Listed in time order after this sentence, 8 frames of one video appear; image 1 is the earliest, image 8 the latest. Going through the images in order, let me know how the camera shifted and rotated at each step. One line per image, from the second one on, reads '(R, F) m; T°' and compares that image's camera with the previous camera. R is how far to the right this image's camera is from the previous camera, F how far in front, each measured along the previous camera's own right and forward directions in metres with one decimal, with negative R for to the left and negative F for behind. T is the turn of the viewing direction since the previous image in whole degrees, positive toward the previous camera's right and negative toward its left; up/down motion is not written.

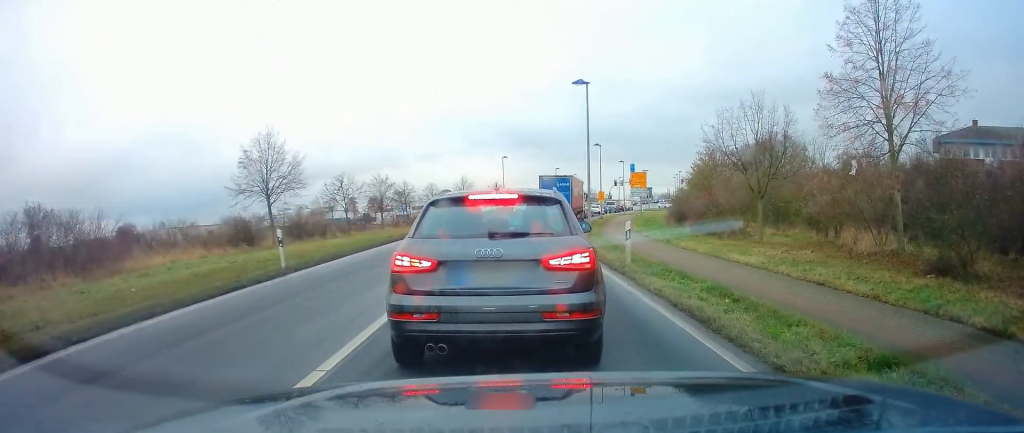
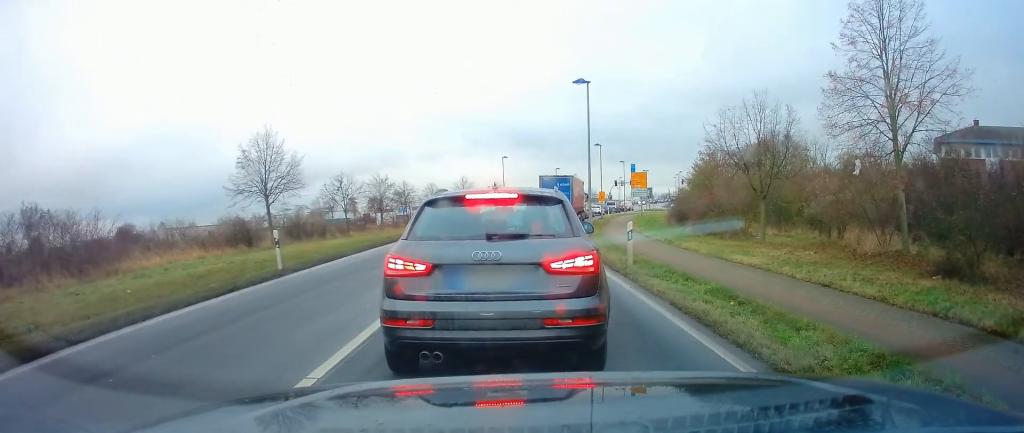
(+0.1, +0.3) m; 0°
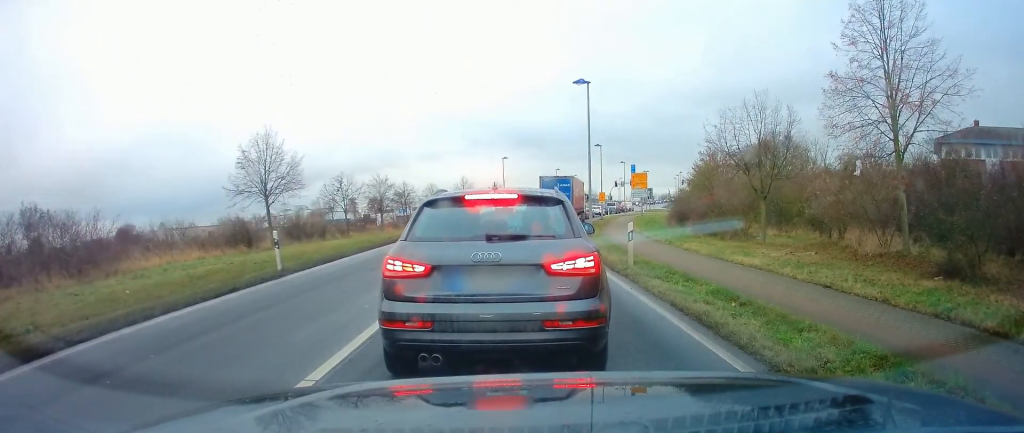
(0.0, +0.1) m; 0°
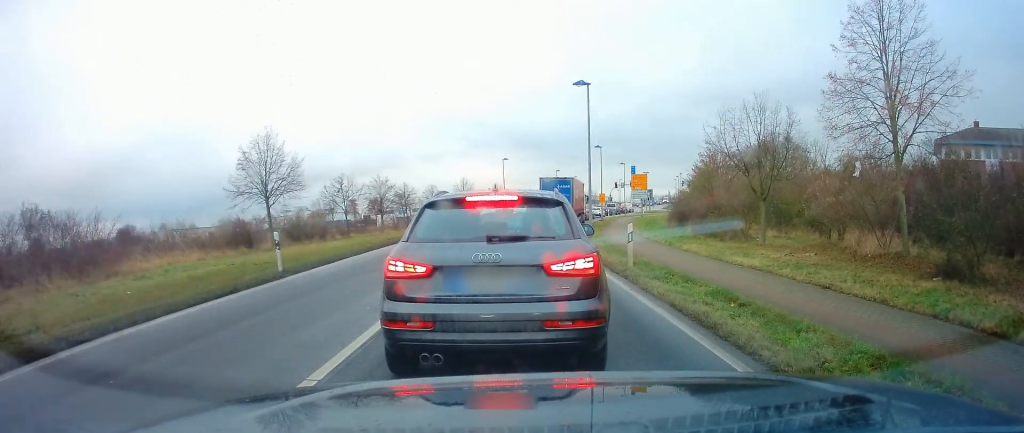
(0.0, 0.0) m; 0°
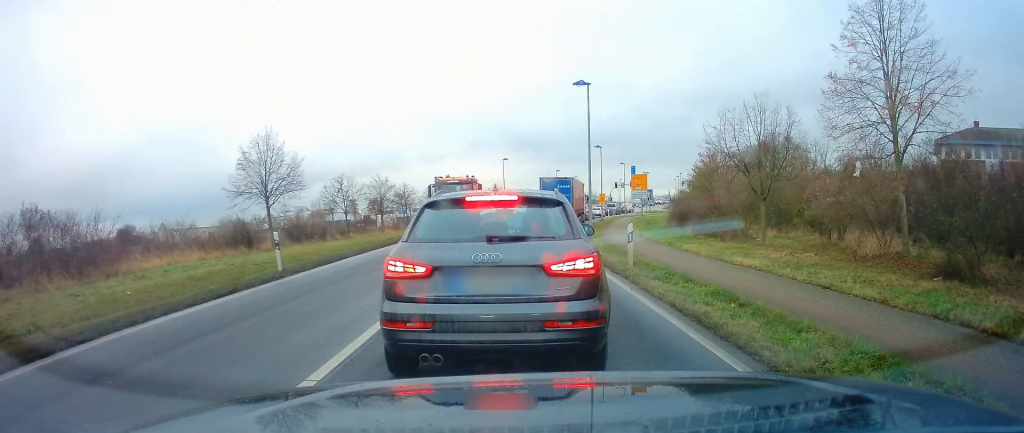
(0.0, 0.0) m; 0°
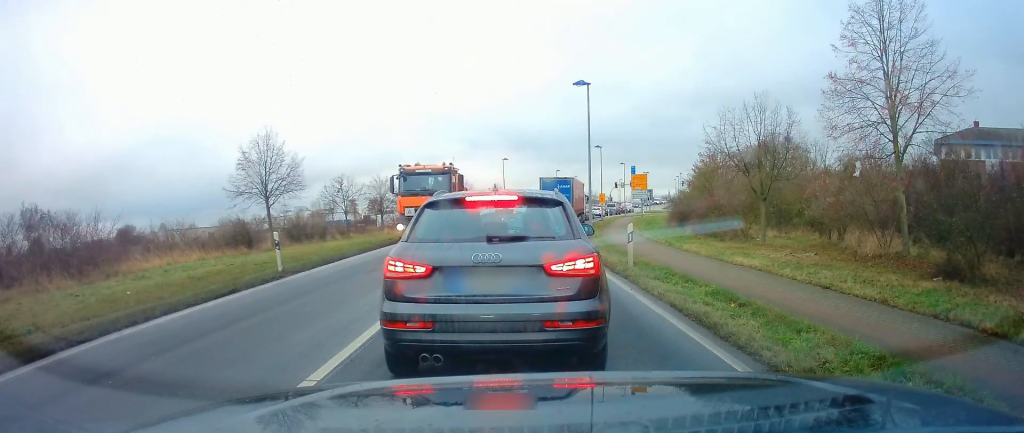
(0.0, 0.0) m; 0°
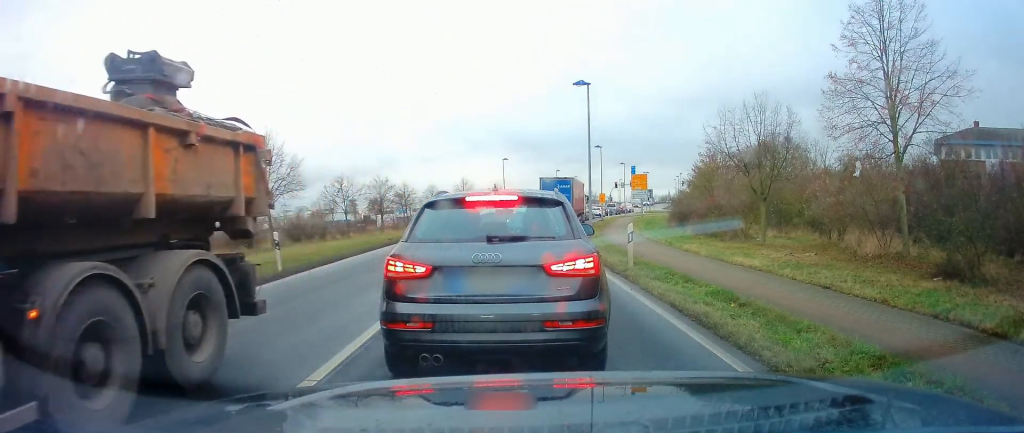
(0.0, 0.0) m; 0°
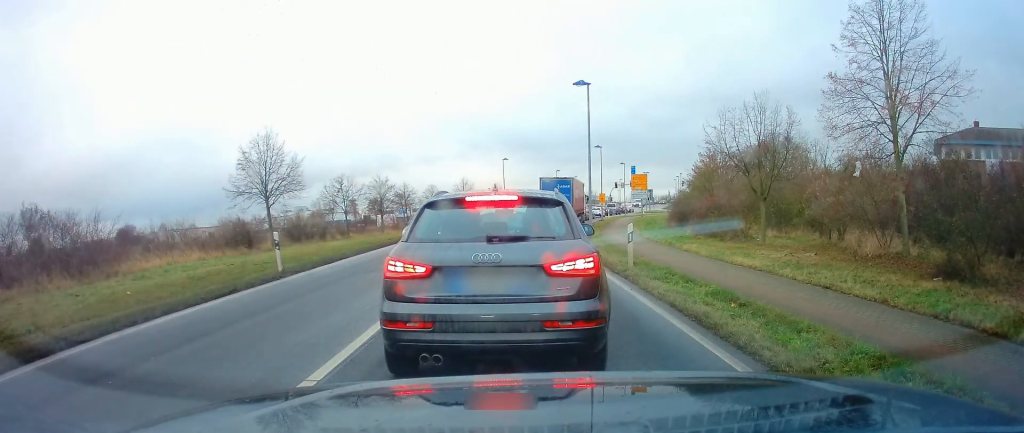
(0.0, 0.0) m; 0°
